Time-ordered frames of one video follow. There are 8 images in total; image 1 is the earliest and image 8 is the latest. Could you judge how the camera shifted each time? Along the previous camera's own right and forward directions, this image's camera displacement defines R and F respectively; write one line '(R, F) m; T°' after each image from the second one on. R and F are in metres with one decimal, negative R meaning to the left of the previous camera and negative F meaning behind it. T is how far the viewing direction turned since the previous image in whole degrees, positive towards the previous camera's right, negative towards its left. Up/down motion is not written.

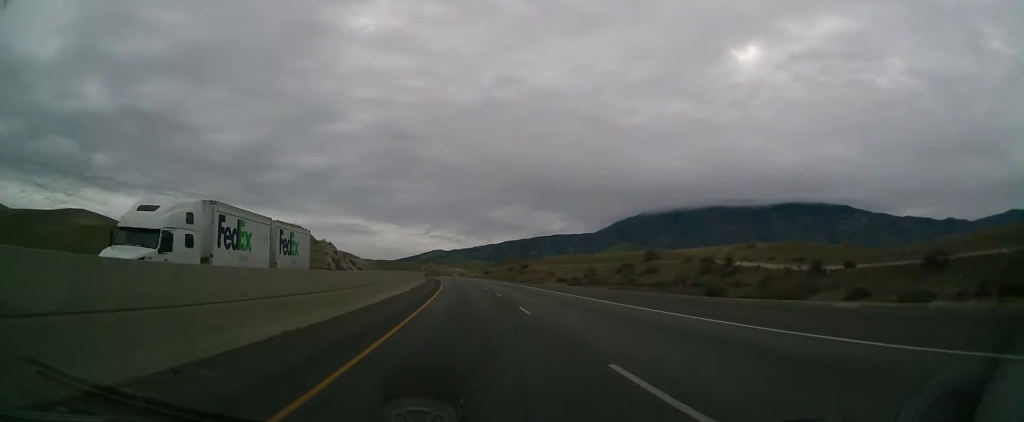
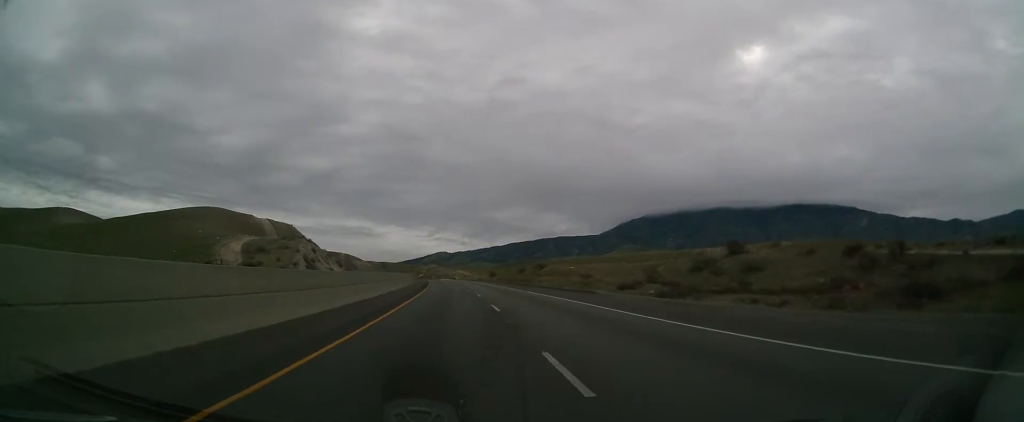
(-0.3, +23.1) m; -1°
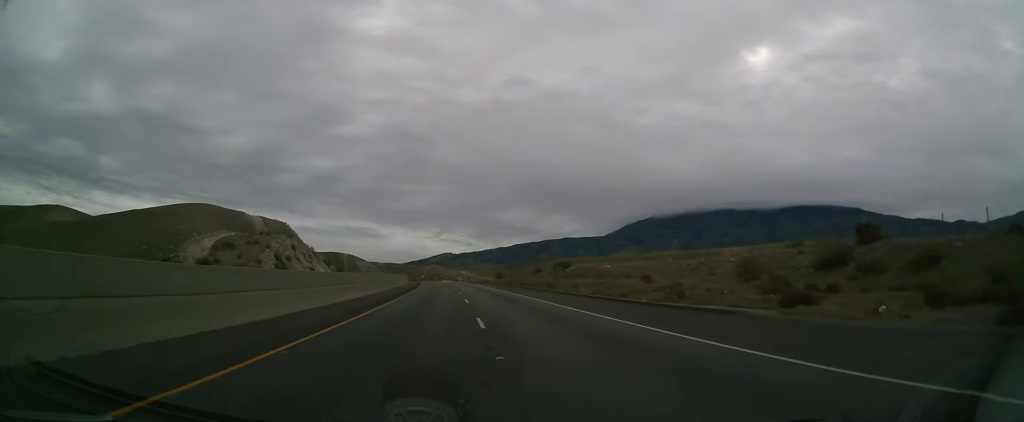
(-0.1, +16.8) m; 0°
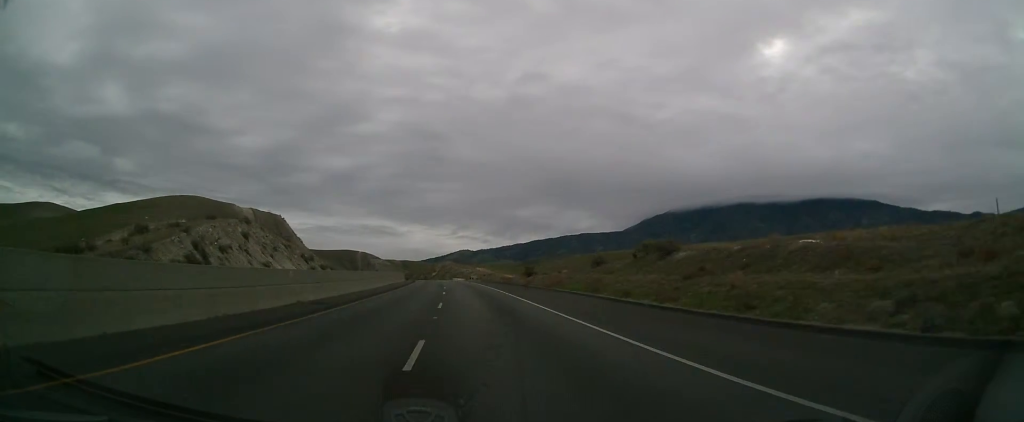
(0.0, +30.7) m; -1°
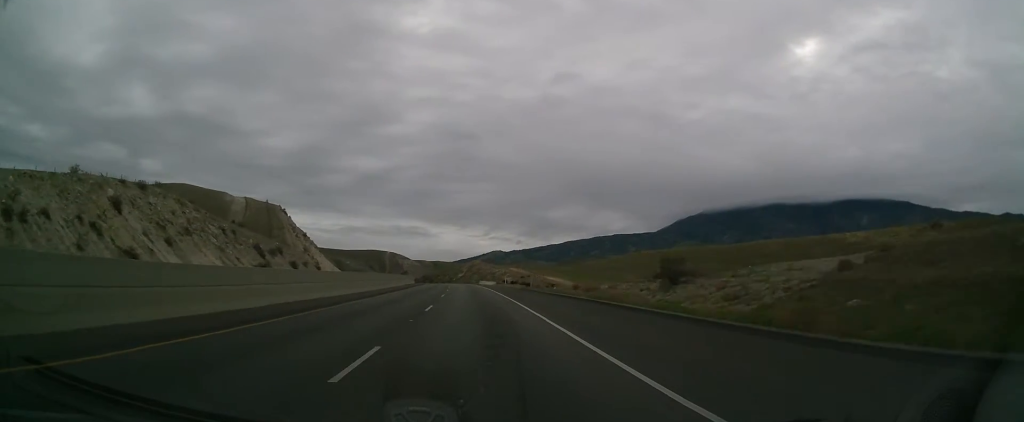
(-1.1, +41.8) m; -2°
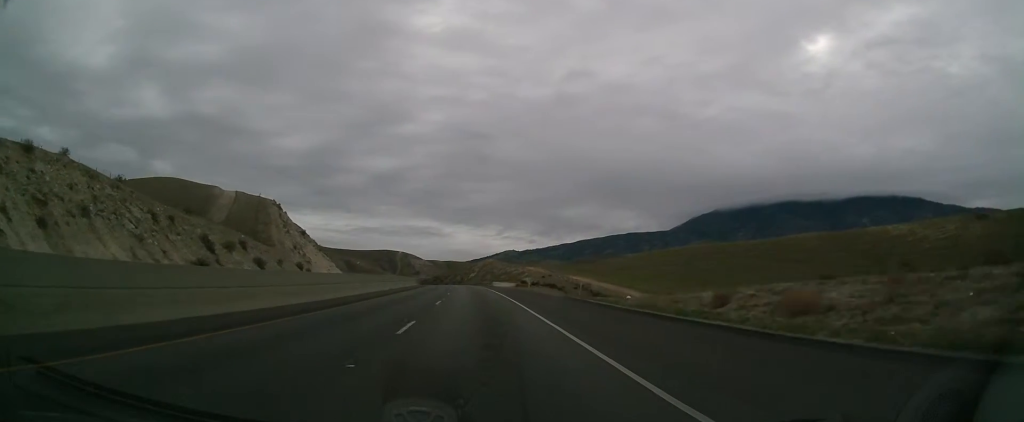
(+0.3, +21.7) m; -1°
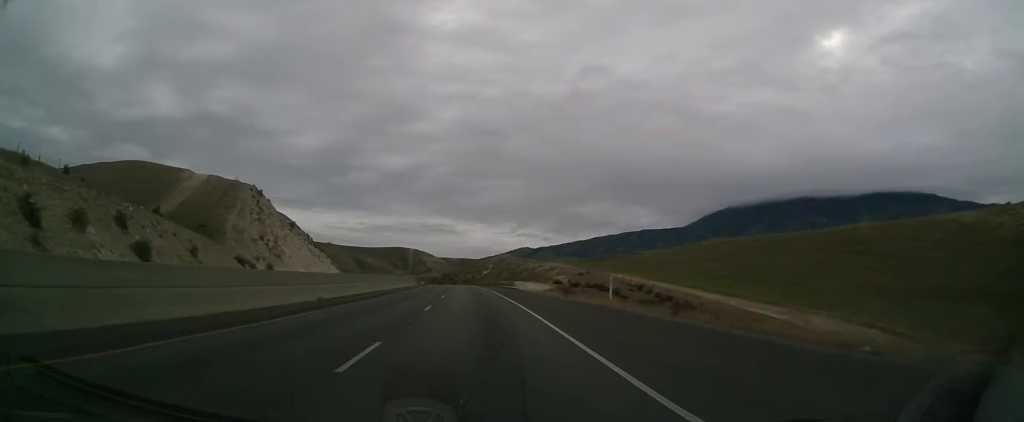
(-0.9, +34.0) m; -2°
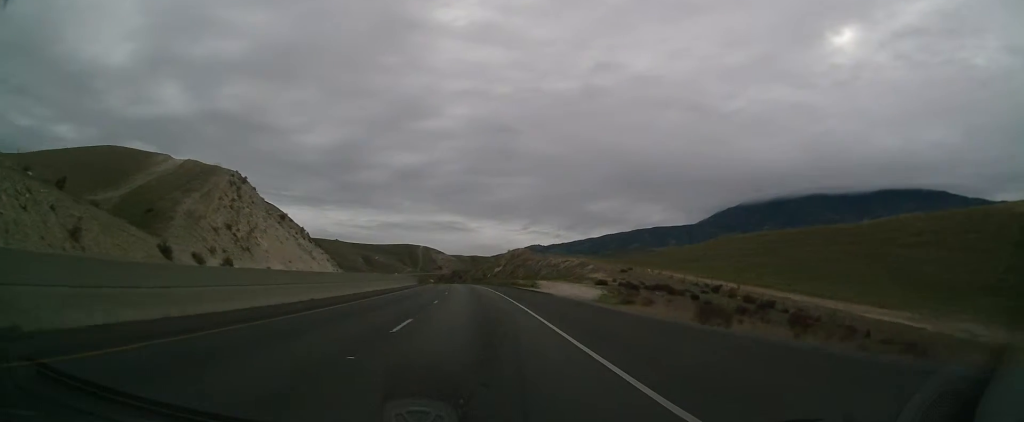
(0.0, +23.1) m; -1°
